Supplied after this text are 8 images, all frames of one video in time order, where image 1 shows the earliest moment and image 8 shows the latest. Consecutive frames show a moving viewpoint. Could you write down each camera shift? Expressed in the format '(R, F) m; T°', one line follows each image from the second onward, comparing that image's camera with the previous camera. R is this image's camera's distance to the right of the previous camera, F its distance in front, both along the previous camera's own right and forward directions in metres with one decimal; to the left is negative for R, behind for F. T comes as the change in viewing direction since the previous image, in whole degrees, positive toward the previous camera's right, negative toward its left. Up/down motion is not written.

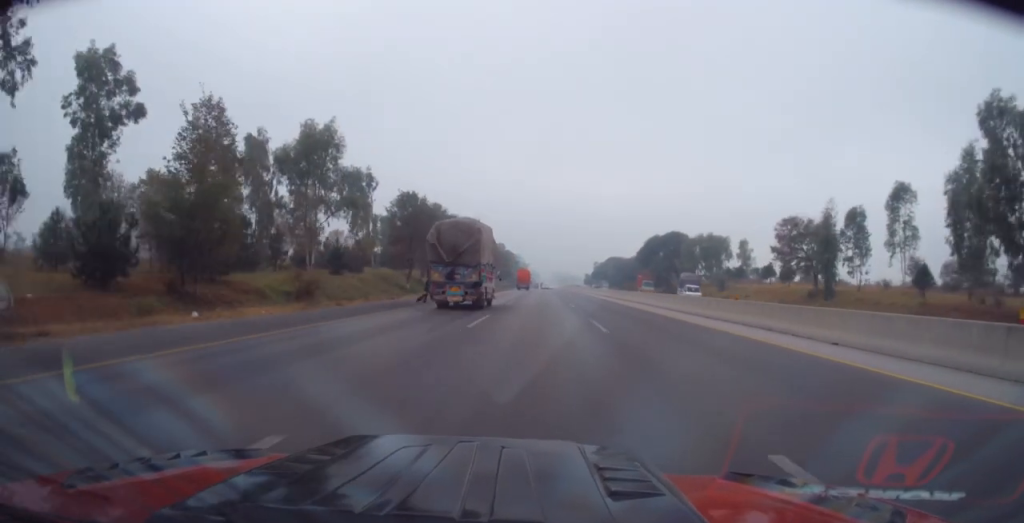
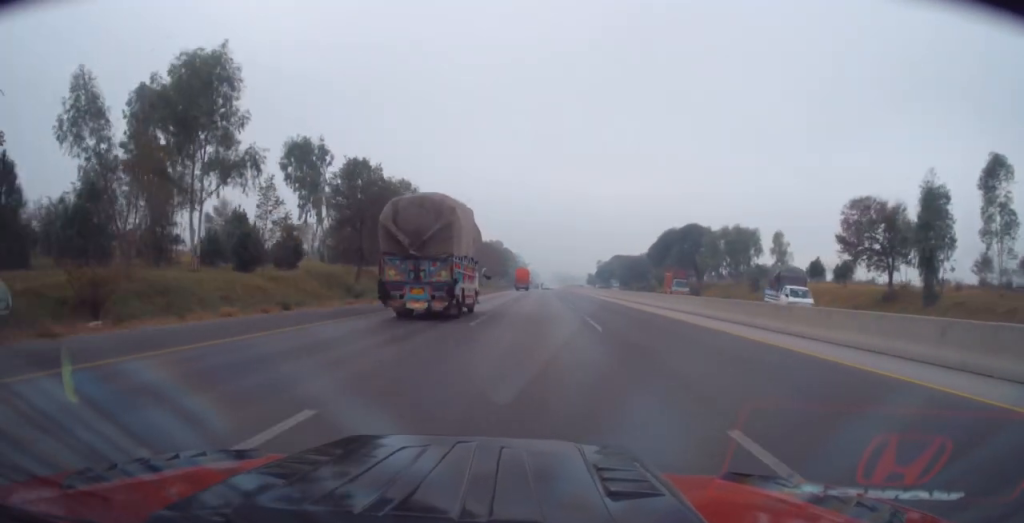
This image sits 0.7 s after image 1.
(0.0, +17.2) m; 0°
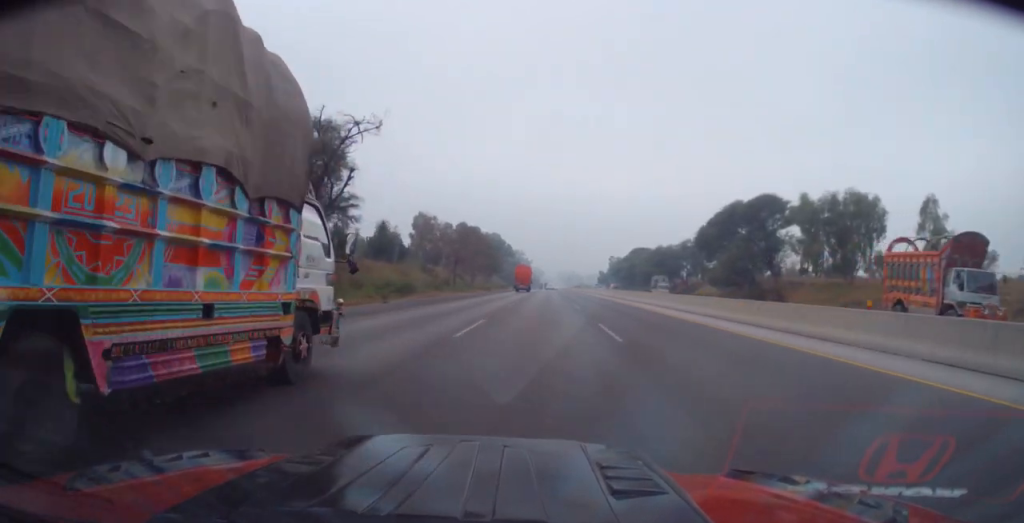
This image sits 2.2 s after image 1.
(-0.5, +39.7) m; -1°
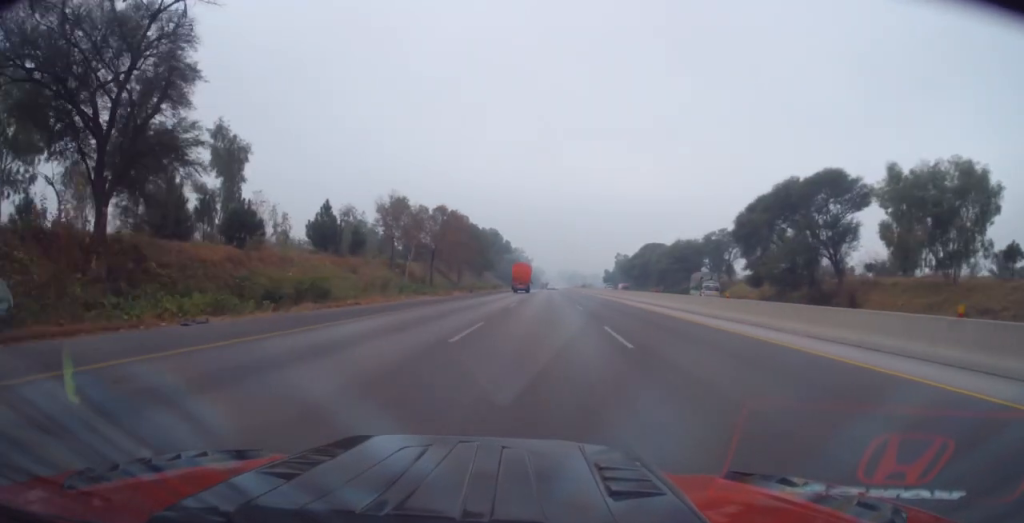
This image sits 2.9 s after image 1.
(0.0, +19.0) m; +1°
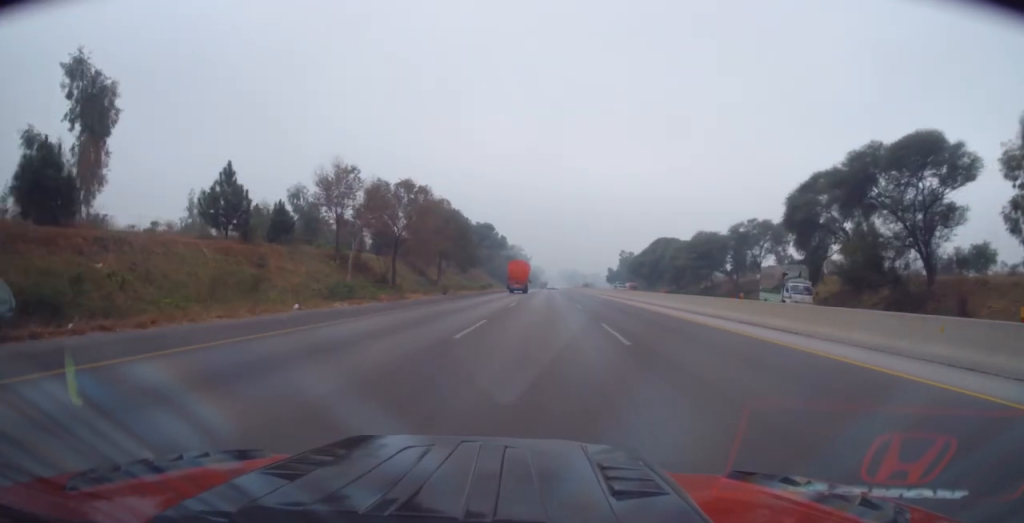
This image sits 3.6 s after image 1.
(+0.1, +17.3) m; +1°
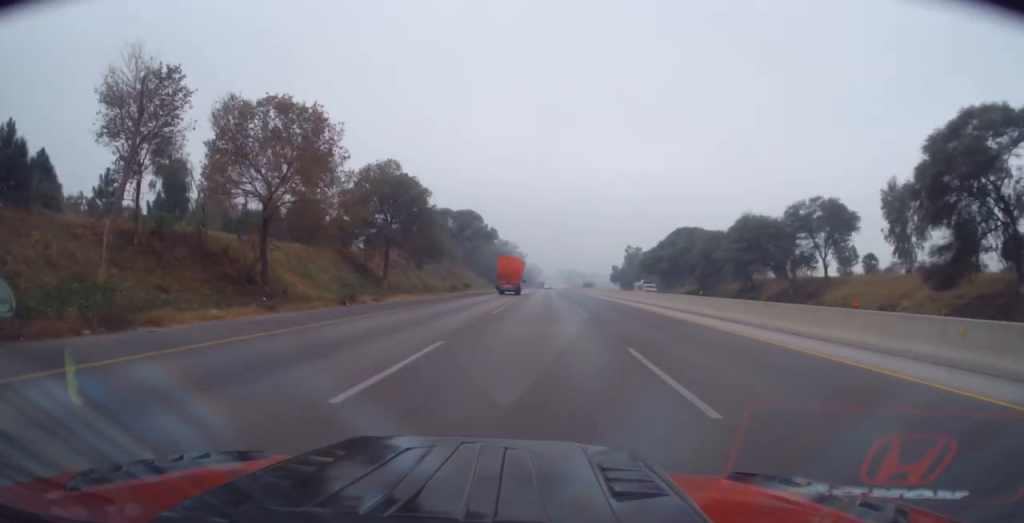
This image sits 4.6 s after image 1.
(+0.2, +25.1) m; +1°
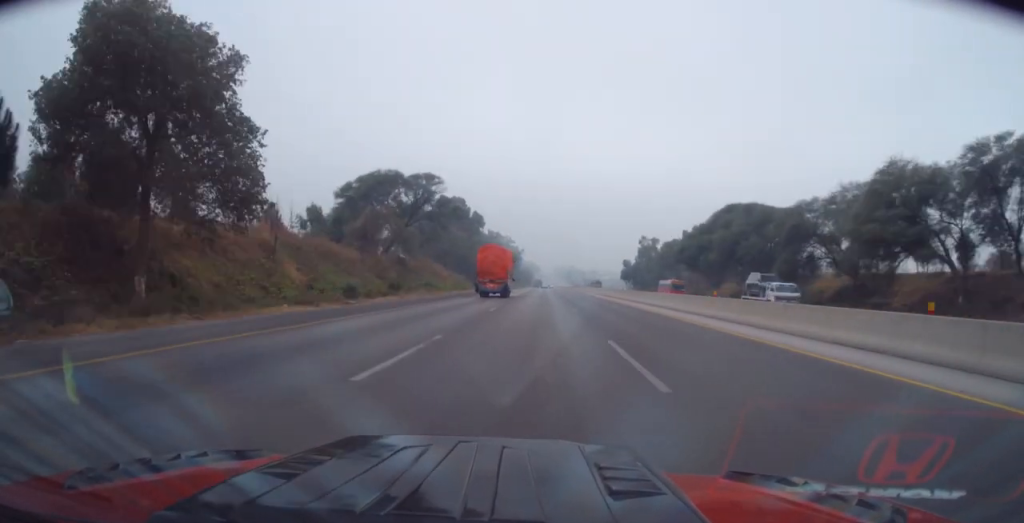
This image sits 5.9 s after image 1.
(0.0, +34.5) m; 0°
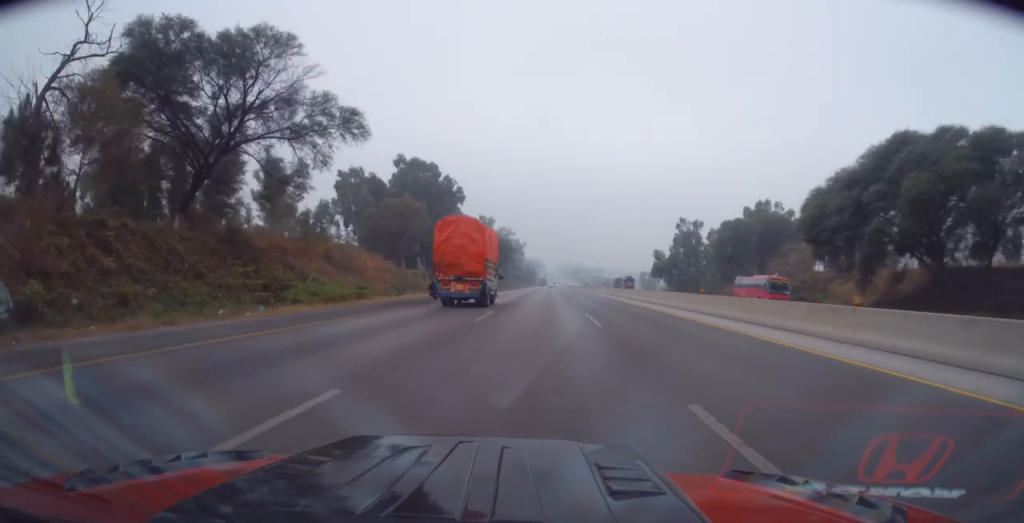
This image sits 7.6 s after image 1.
(-0.3, +43.2) m; -1°
